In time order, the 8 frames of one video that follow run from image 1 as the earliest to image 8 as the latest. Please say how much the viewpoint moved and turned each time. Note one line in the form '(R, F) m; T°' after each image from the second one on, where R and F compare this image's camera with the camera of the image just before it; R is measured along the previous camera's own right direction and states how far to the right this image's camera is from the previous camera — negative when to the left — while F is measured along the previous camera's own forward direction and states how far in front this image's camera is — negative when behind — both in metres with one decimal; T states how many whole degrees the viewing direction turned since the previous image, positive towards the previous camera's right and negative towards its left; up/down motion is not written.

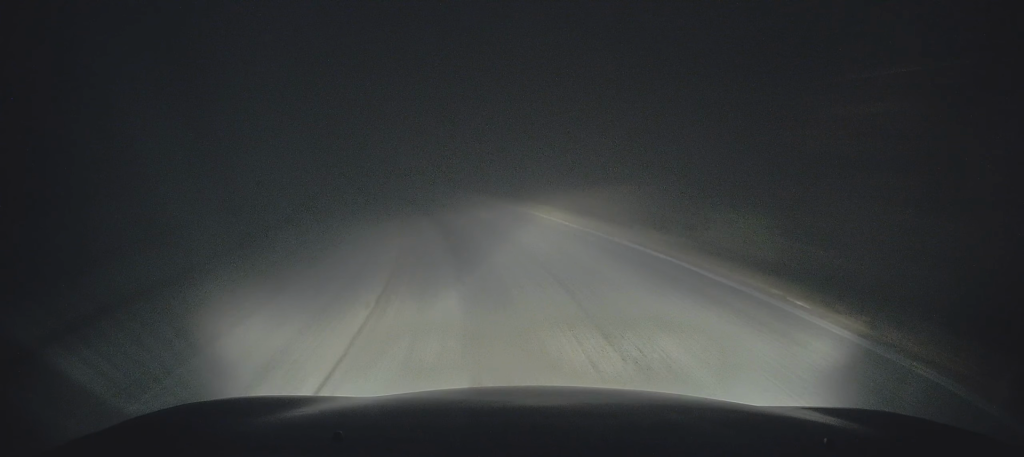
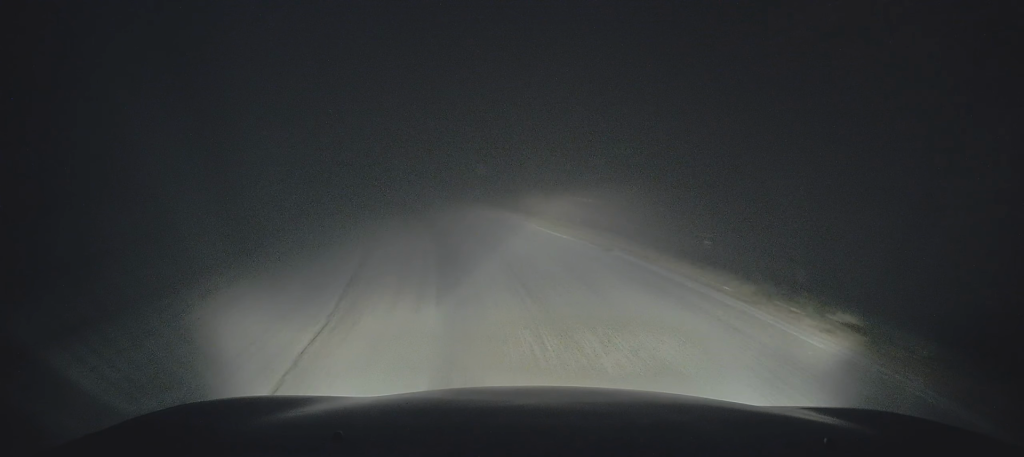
(-1.8, +13.4) m; -13°
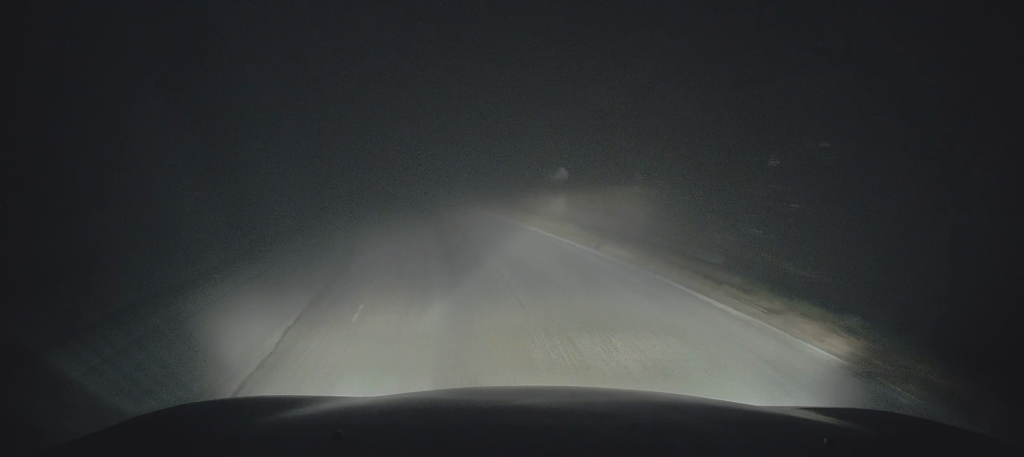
(-0.3, +6.6) m; -6°
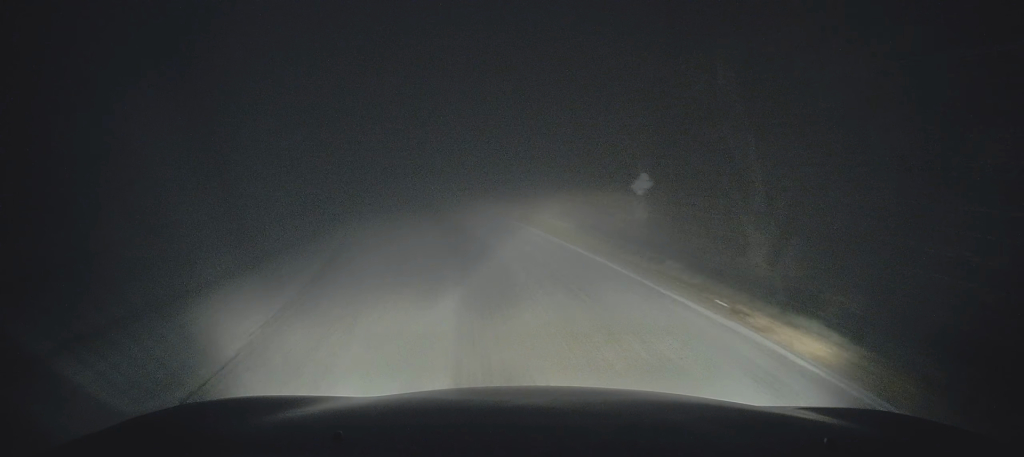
(+0.1, +4.9) m; -4°
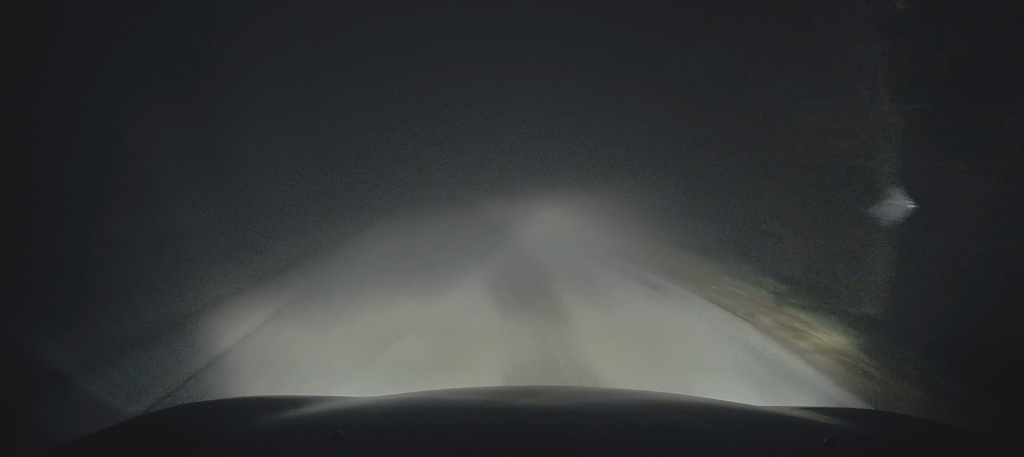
(-0.7, +7.3) m; -7°
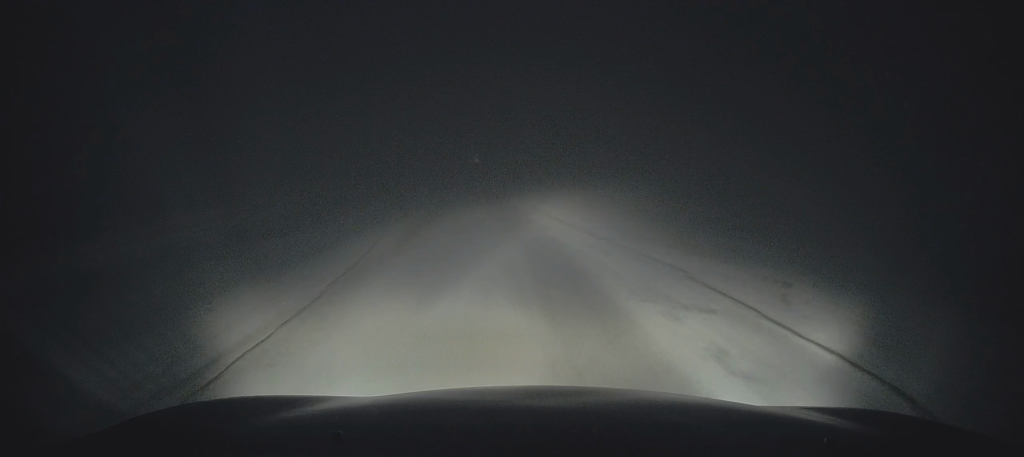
(-0.8, +11.6) m; -7°
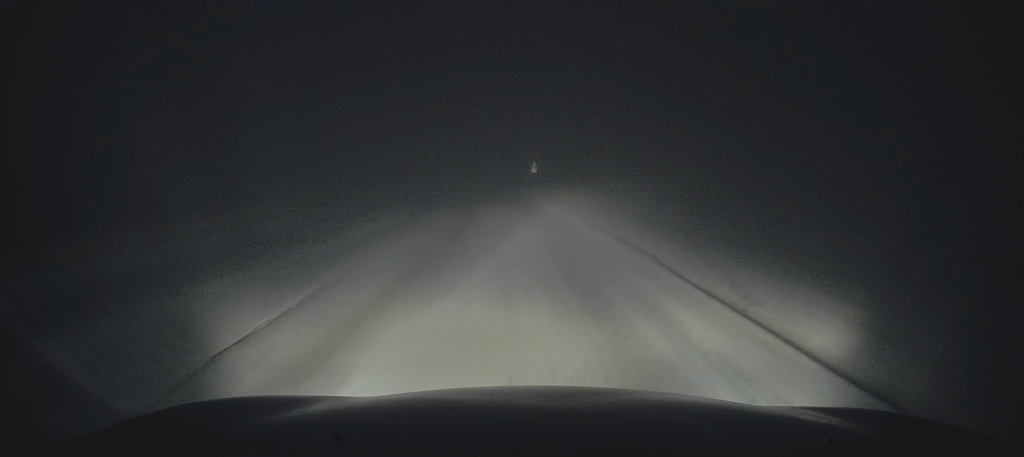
(-0.4, +11.0) m; -5°
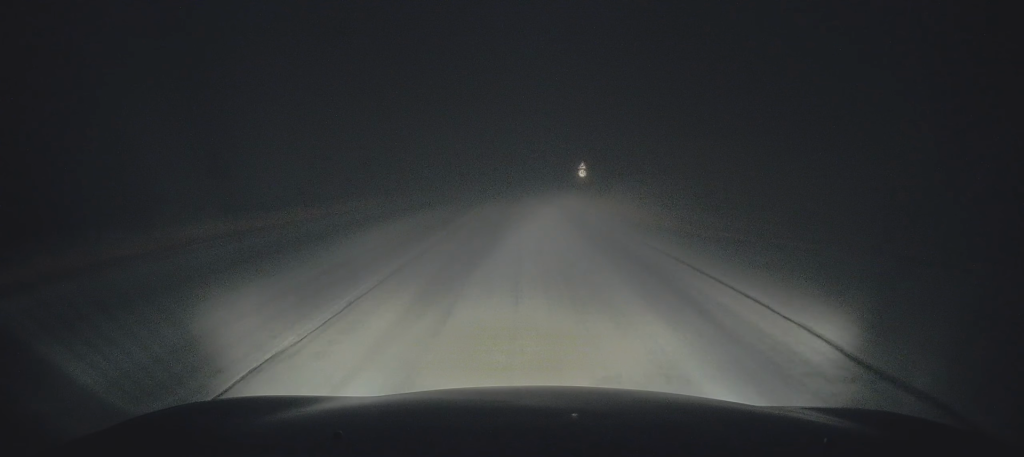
(-0.6, +13.7) m; -3°
